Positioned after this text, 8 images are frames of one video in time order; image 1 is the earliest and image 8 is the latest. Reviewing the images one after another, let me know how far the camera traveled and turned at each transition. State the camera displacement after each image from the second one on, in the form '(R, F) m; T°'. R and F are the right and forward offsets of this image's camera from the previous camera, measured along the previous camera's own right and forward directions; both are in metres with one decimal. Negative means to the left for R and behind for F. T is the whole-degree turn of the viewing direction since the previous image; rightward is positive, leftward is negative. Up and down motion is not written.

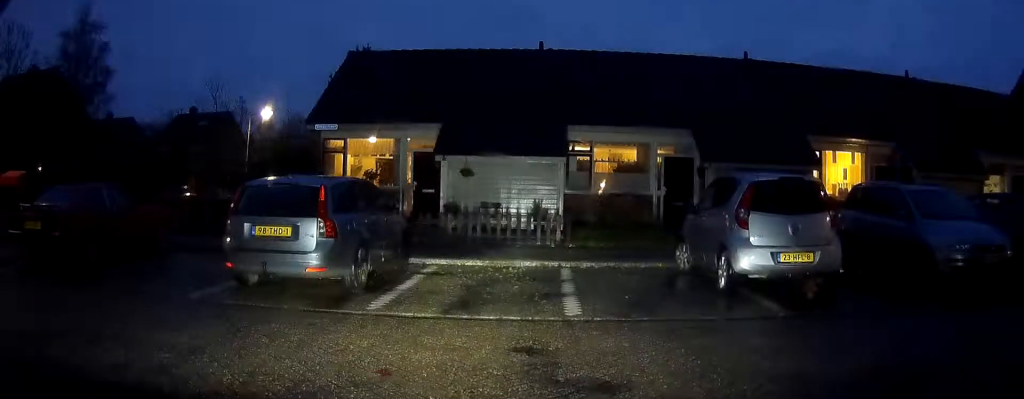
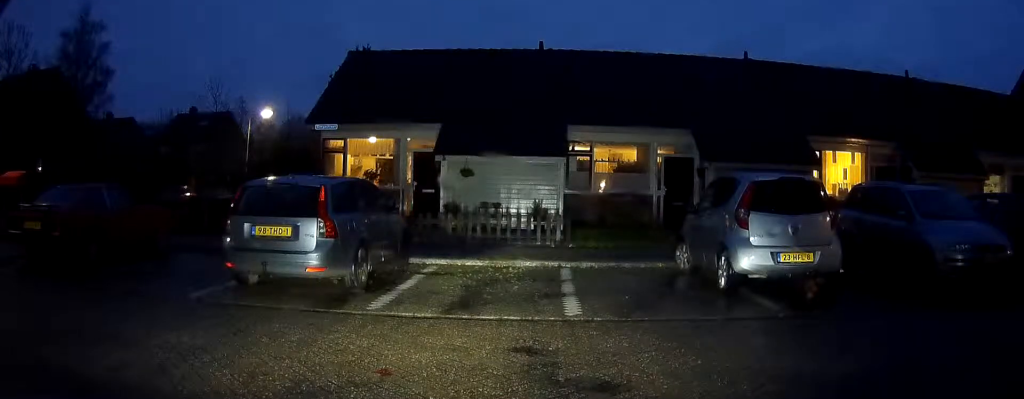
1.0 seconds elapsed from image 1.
(0.0, 0.0) m; 0°
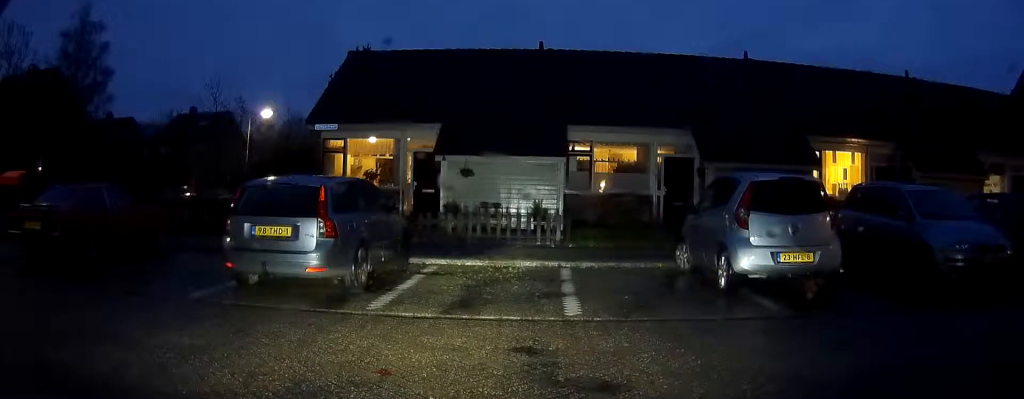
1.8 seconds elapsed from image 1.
(0.0, 0.0) m; 0°
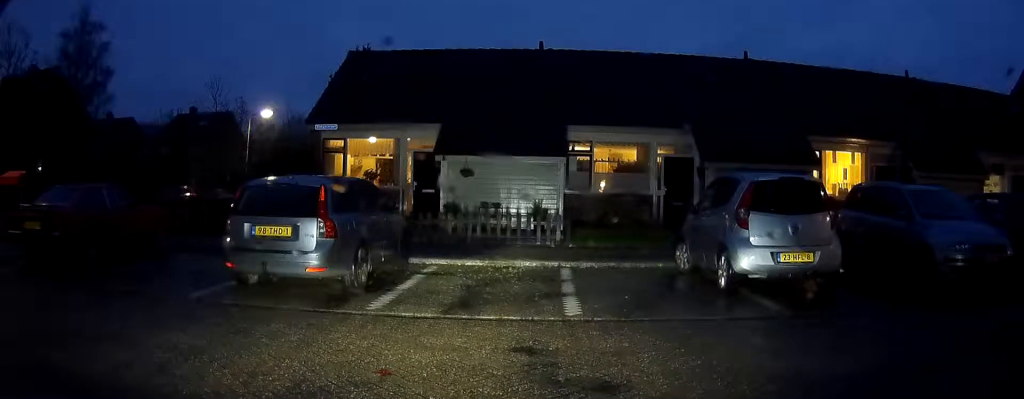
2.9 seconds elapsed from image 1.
(0.0, 0.0) m; 0°
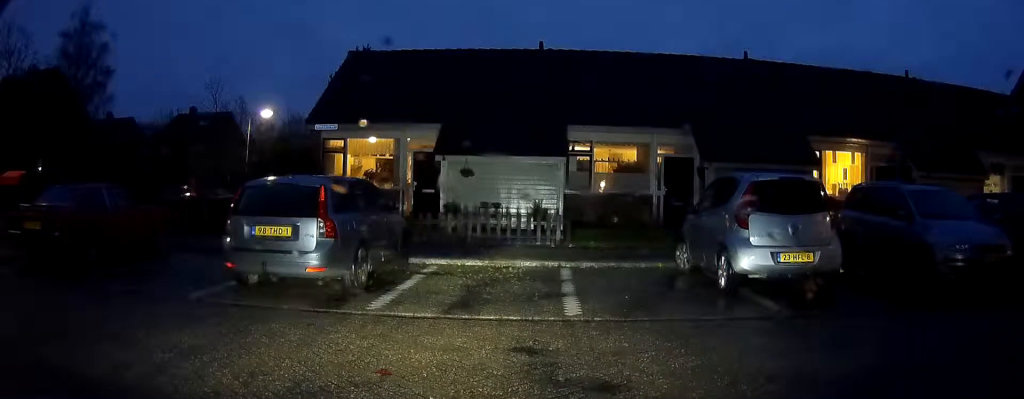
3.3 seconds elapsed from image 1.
(0.0, 0.0) m; 0°
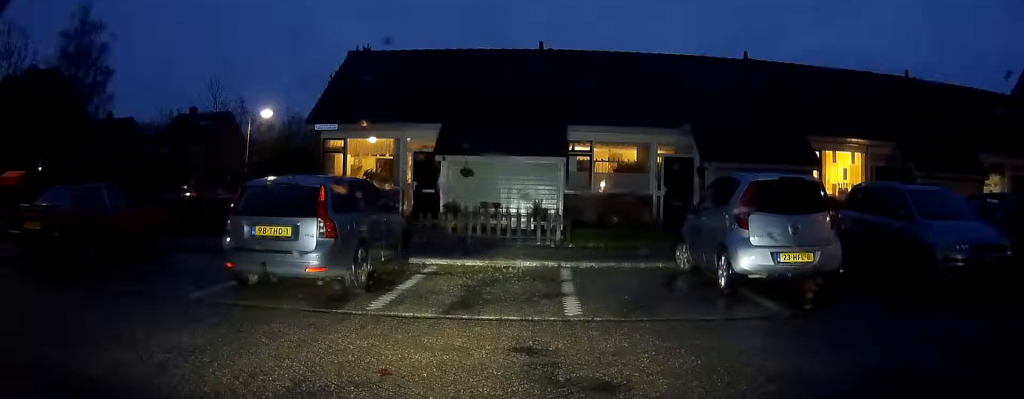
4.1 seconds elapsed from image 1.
(0.0, 0.0) m; 0°
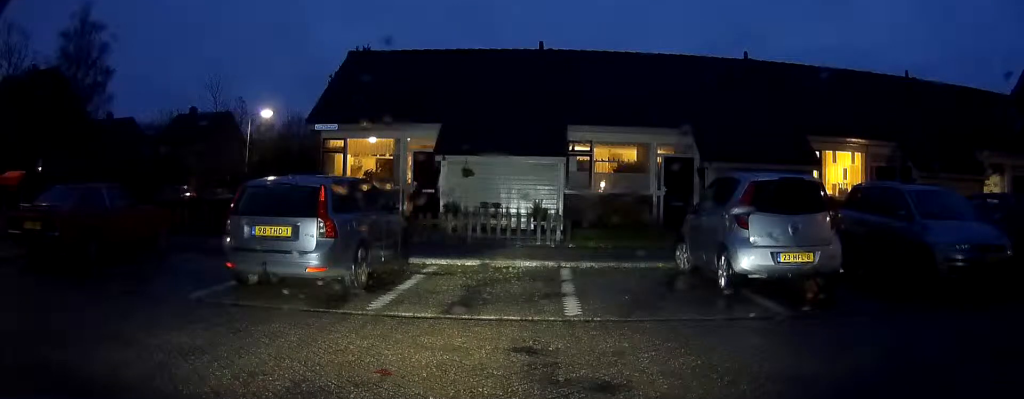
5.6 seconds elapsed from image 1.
(0.0, 0.0) m; 0°
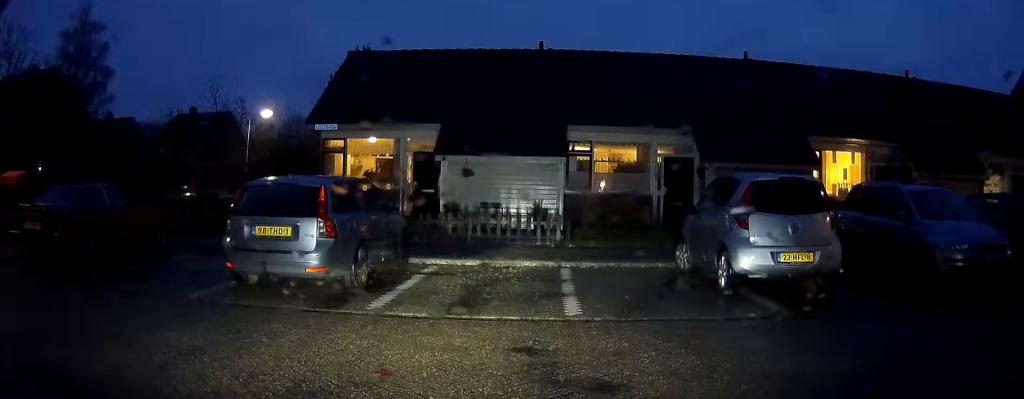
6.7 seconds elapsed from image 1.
(0.0, 0.0) m; 0°
